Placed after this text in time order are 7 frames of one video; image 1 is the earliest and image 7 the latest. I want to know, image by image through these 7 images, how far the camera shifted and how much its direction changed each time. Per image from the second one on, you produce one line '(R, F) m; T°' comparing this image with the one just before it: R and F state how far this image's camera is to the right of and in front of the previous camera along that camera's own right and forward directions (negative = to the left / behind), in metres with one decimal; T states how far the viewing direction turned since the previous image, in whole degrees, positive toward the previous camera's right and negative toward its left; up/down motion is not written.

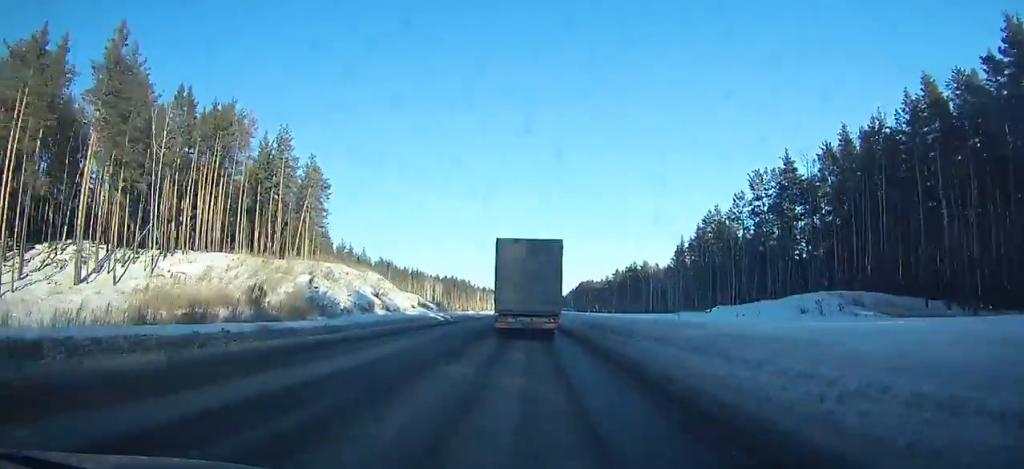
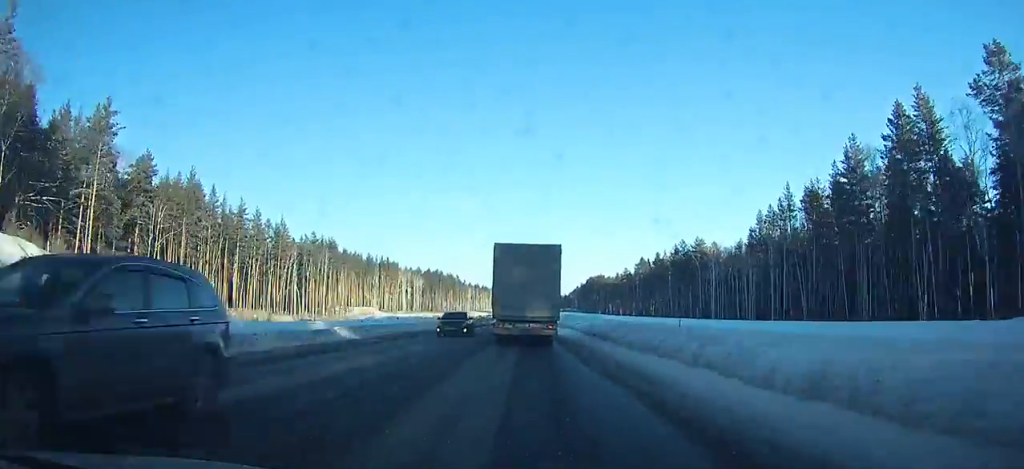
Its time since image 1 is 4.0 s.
(+0.4, +80.4) m; 0°
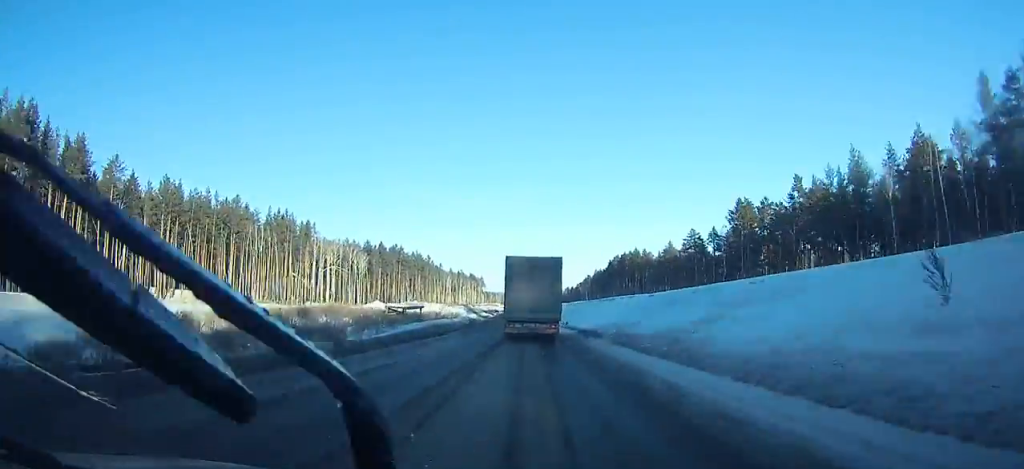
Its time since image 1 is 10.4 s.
(-0.2, +131.0) m; 0°
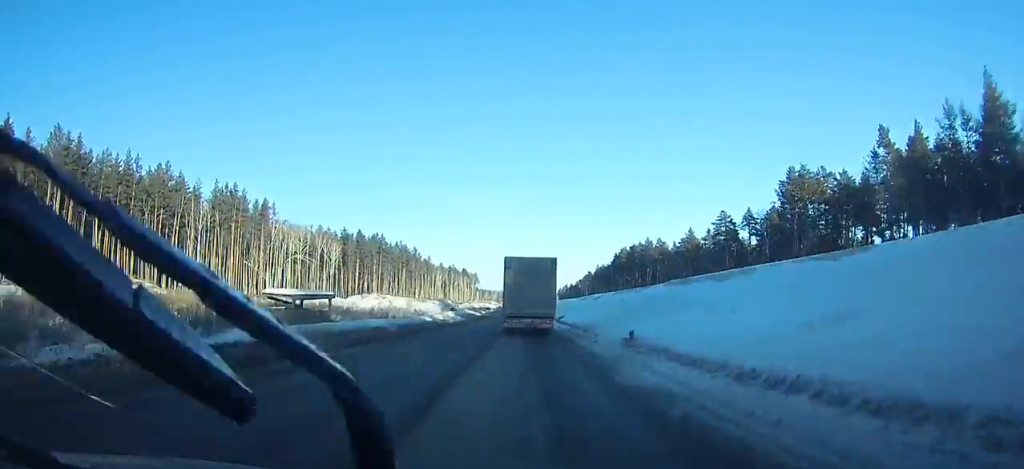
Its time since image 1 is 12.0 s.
(+0.1, +33.4) m; 0°
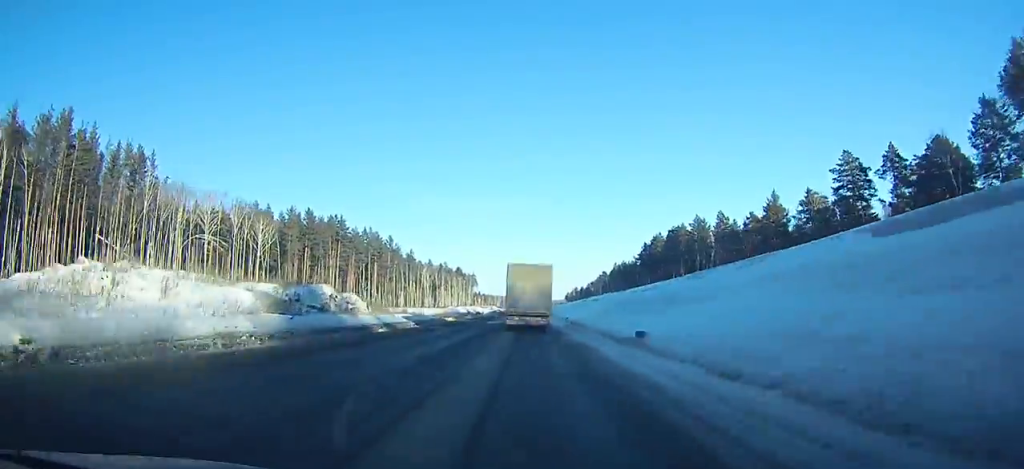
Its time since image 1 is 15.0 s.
(-0.2, +63.7) m; 0°
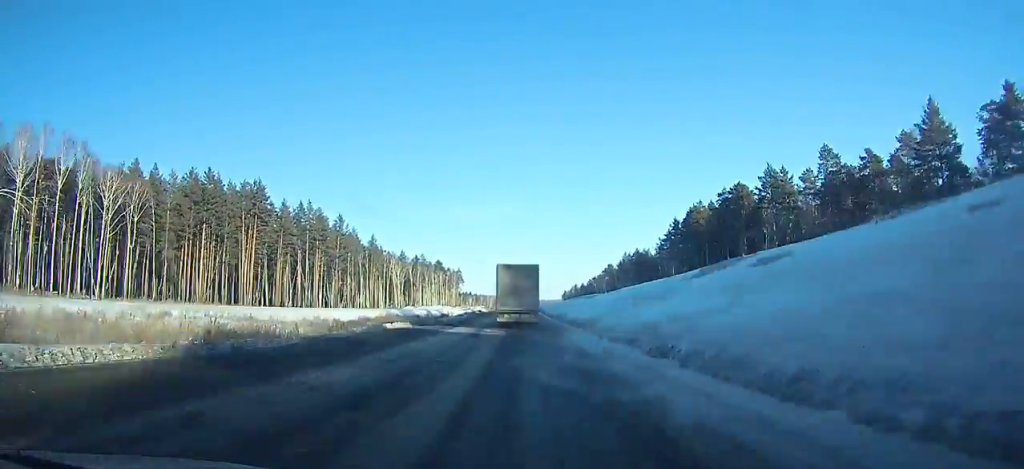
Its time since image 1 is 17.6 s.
(-0.1, +56.5) m; 0°
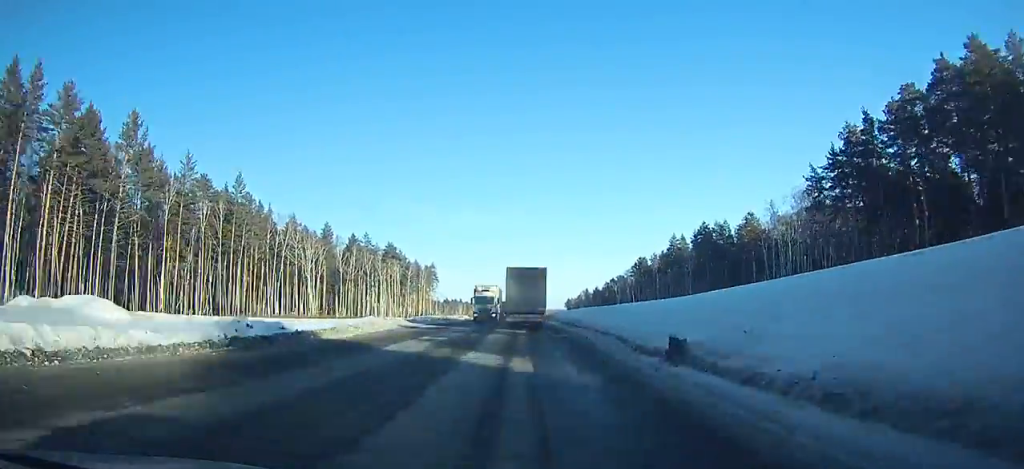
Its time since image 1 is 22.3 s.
(+0.3, +104.1) m; 0°
